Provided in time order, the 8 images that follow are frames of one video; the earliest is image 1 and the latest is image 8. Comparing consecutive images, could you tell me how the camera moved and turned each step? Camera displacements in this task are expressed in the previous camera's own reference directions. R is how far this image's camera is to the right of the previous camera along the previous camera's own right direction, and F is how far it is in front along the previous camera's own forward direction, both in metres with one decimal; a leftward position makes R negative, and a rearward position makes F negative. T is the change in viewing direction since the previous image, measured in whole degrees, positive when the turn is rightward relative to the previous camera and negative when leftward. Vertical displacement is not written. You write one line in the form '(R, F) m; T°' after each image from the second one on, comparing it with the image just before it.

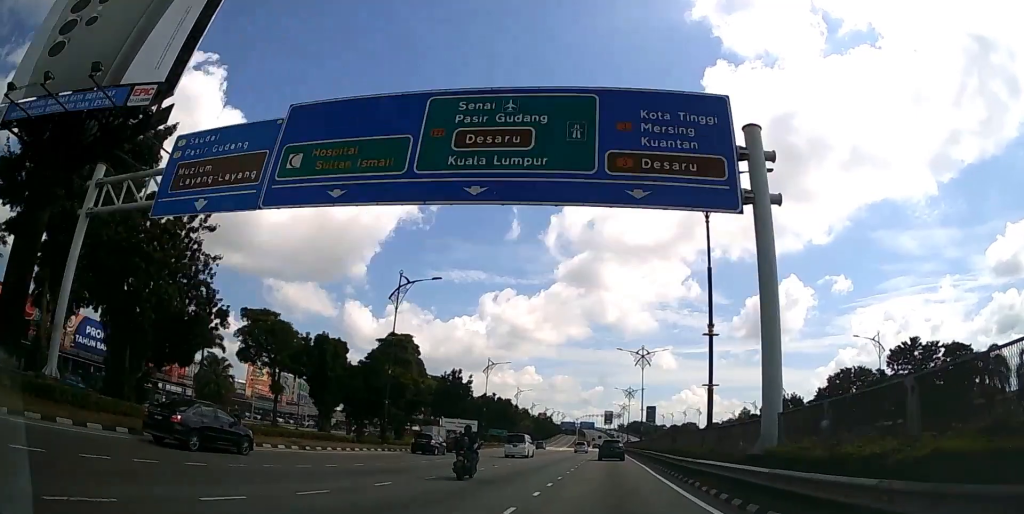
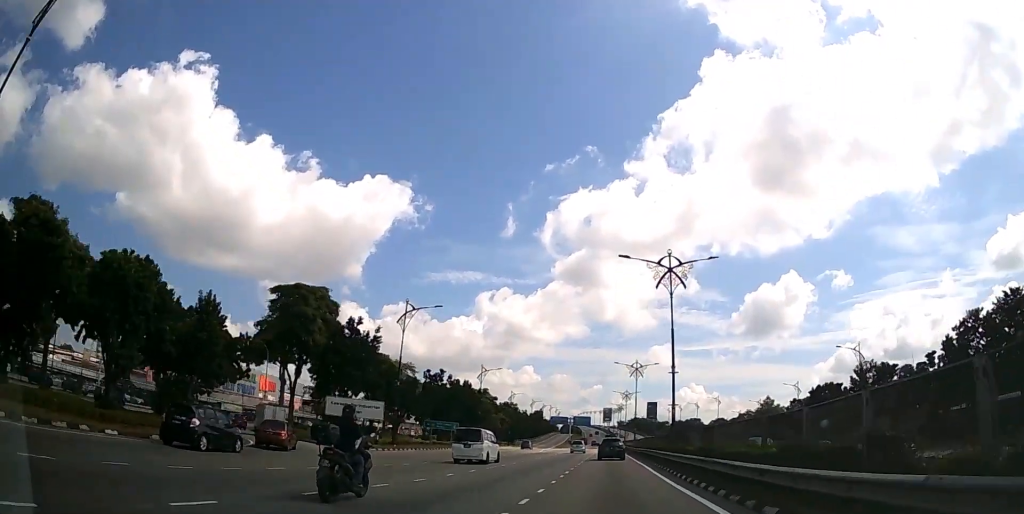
(0.0, +32.9) m; 0°
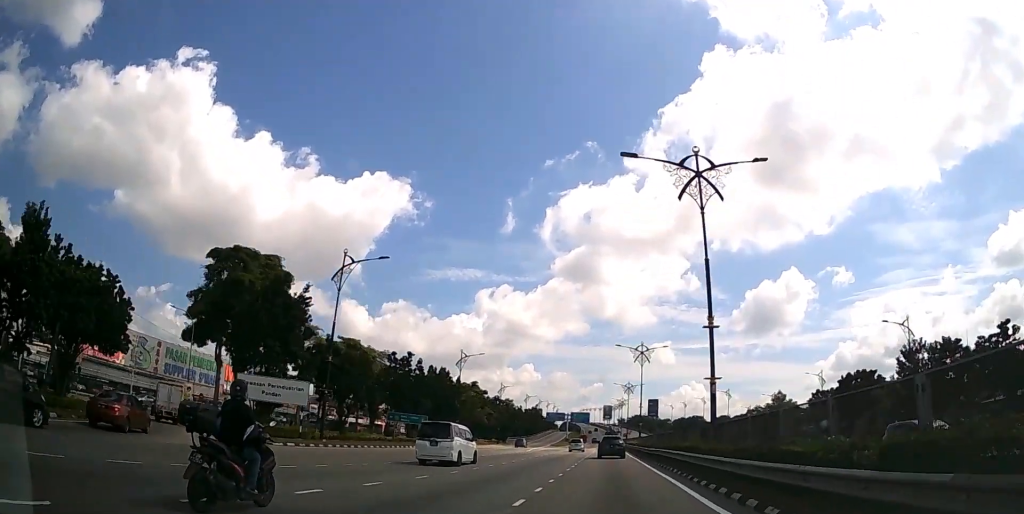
(0.0, +12.2) m; 0°
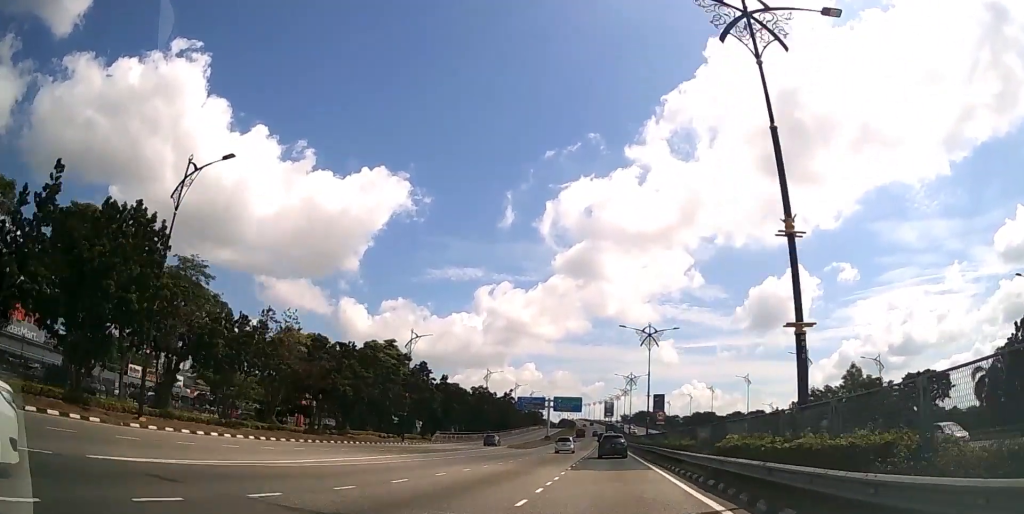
(-0.2, +54.6) m; 0°
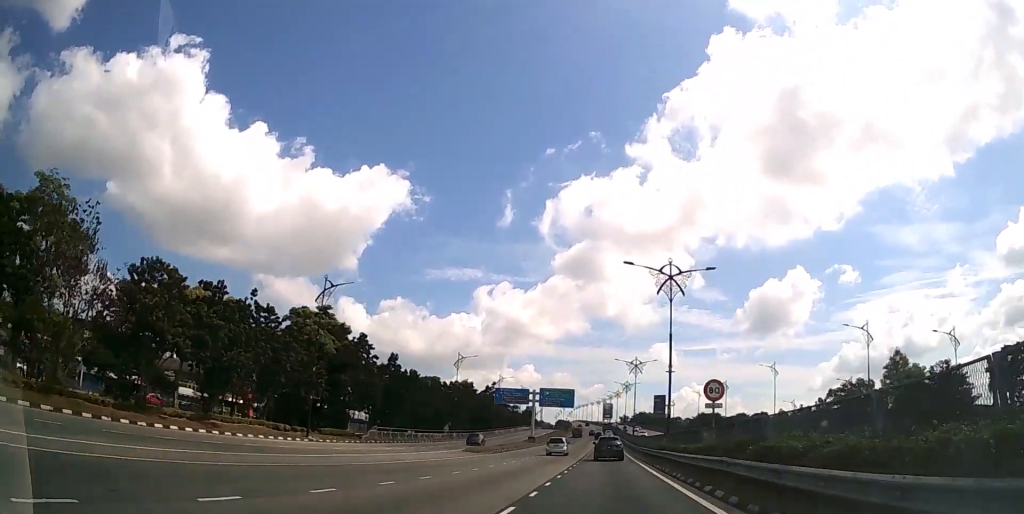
(0.0, +21.0) m; 0°
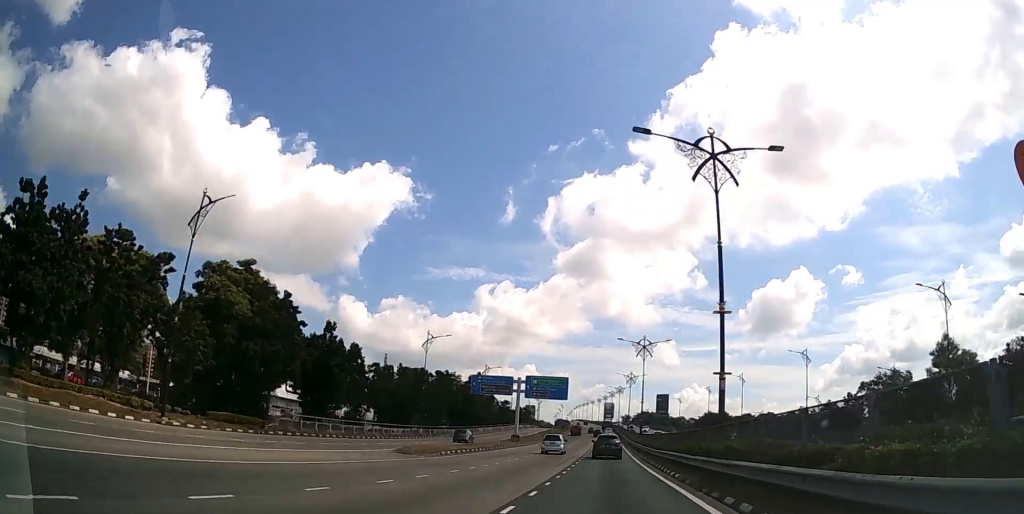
(0.0, +16.0) m; 0°
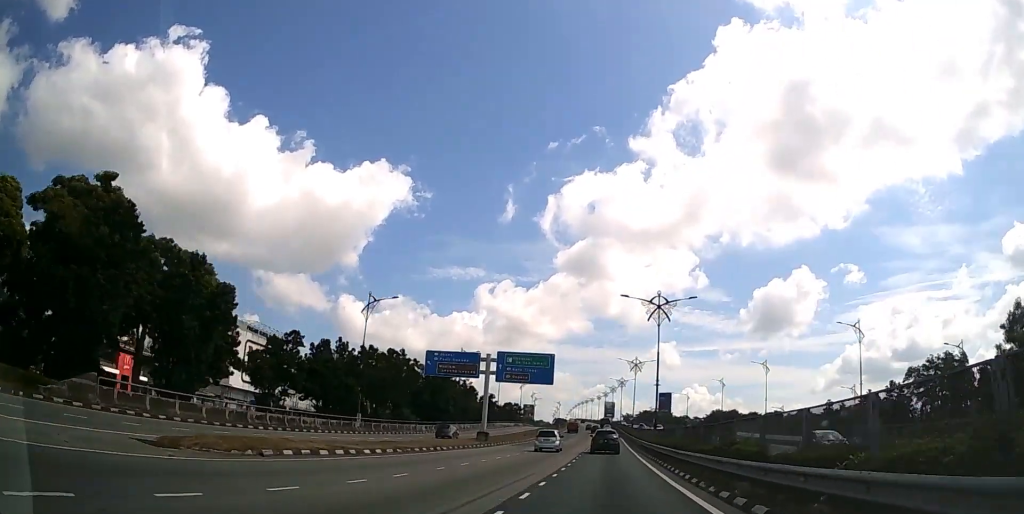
(0.0, +19.7) m; 0°
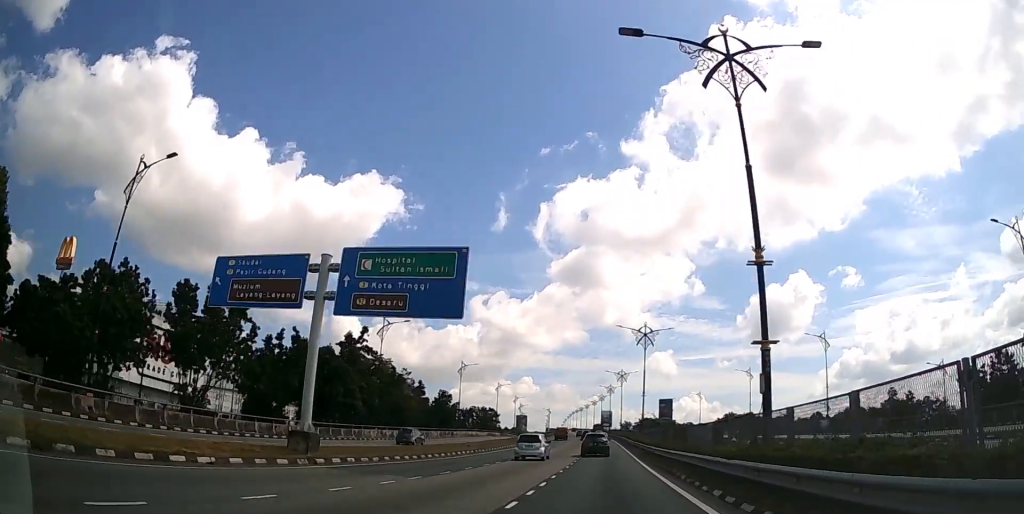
(+0.1, +31.4) m; 0°
